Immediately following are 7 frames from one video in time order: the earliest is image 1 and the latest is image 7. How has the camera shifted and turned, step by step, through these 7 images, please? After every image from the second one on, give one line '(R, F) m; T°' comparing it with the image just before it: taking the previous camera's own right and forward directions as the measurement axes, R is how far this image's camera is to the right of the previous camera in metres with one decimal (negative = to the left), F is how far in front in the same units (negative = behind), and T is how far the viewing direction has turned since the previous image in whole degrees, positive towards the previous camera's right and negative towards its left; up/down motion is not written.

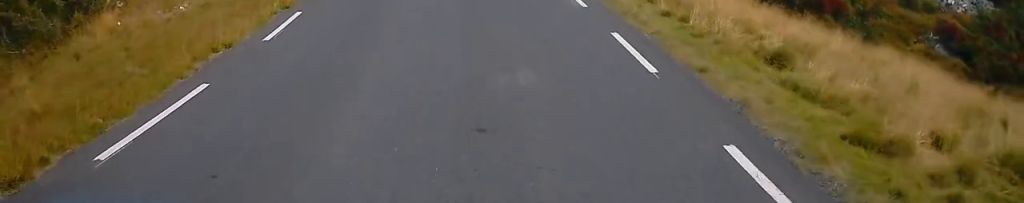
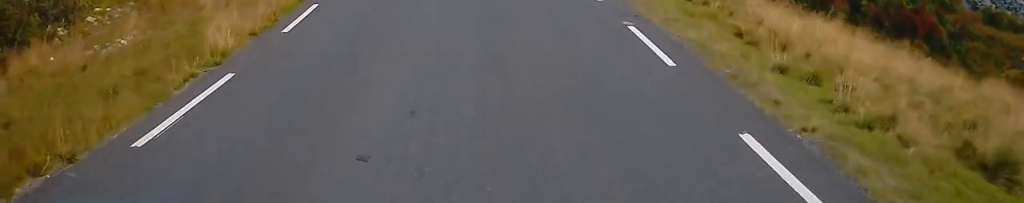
(0.0, +5.9) m; -2°
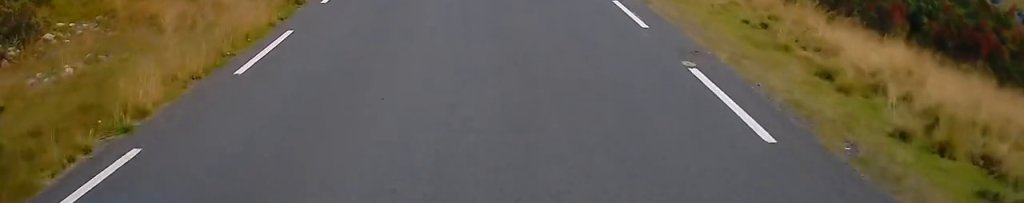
(0.0, +3.5) m; -2°
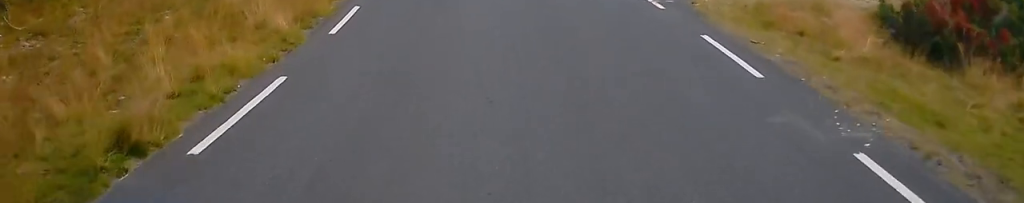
(-1.0, +9.7) m; -9°
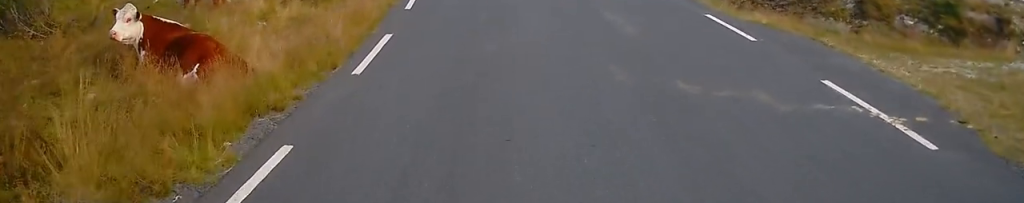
(-0.3, +9.3) m; -2°
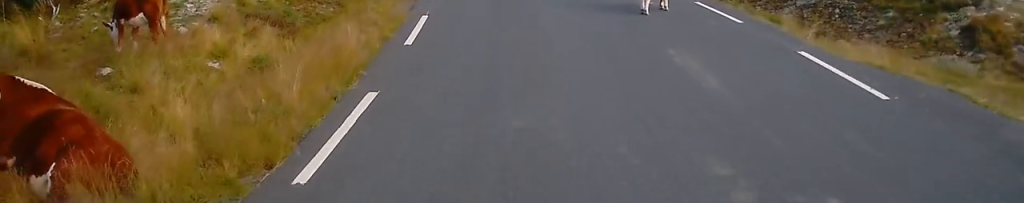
(0.0, +4.3) m; 0°
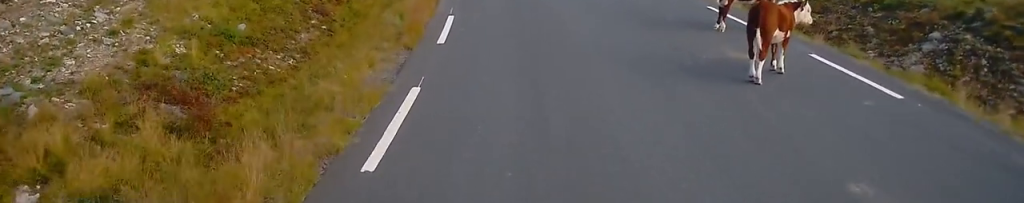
(0.0, +5.9) m; 0°
